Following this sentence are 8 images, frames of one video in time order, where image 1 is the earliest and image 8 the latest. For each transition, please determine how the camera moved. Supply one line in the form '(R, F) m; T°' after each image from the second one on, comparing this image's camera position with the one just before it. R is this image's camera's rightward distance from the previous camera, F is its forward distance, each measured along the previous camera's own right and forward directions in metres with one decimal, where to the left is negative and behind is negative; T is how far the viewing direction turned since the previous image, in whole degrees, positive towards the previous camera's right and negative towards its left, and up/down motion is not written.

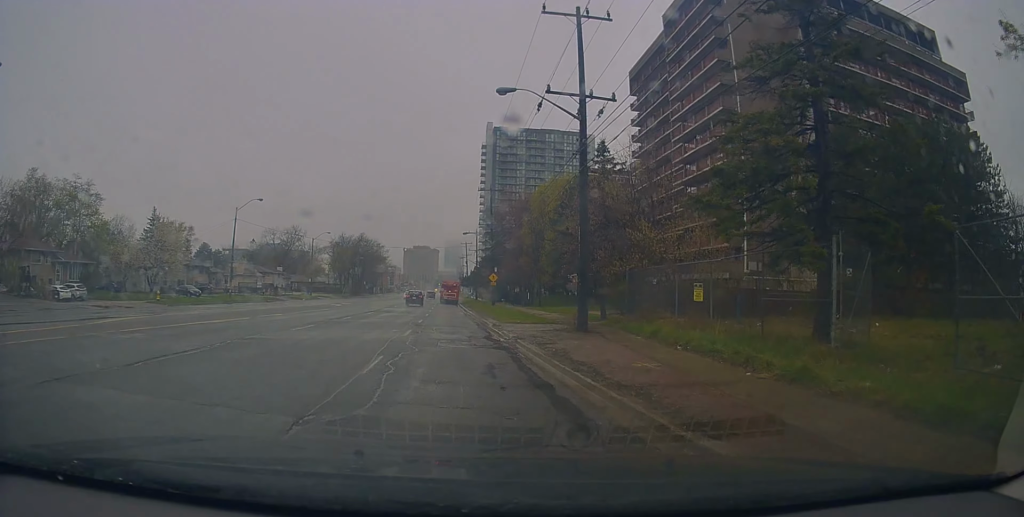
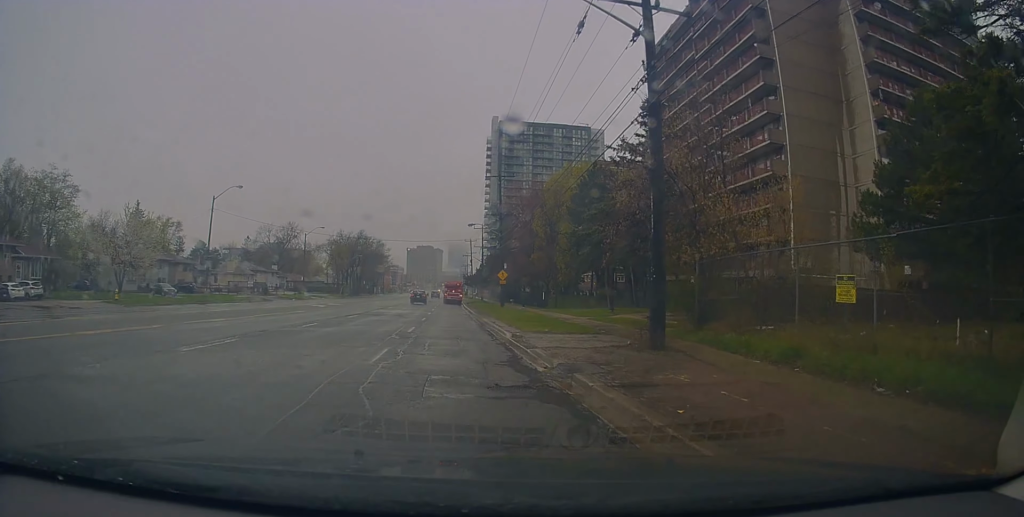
(-0.1, +7.1) m; +2°
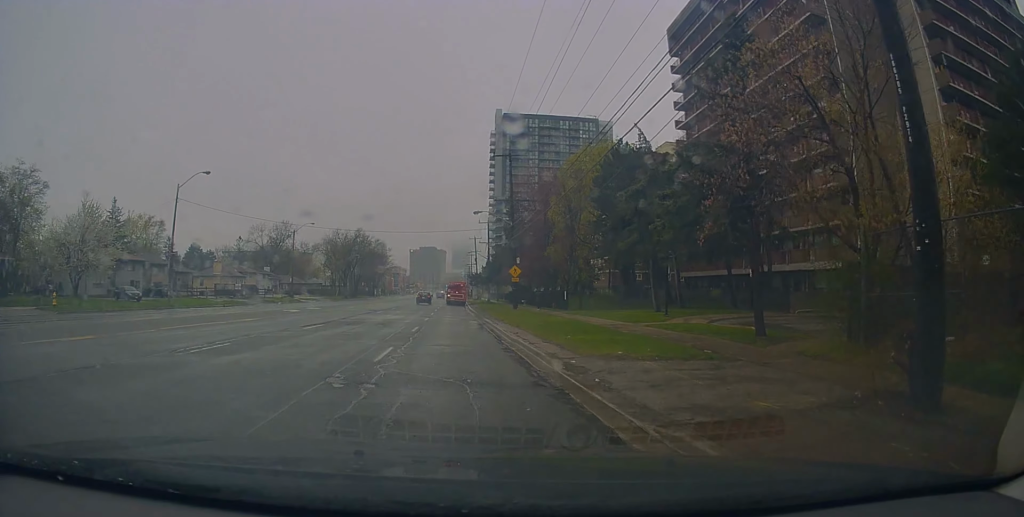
(+0.4, +8.8) m; +2°
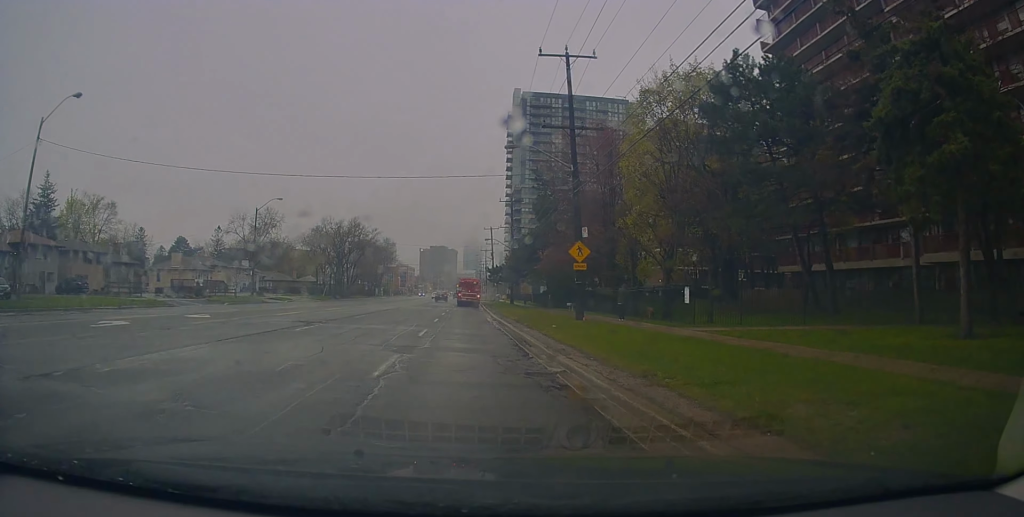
(-1.1, +20.5) m; -3°
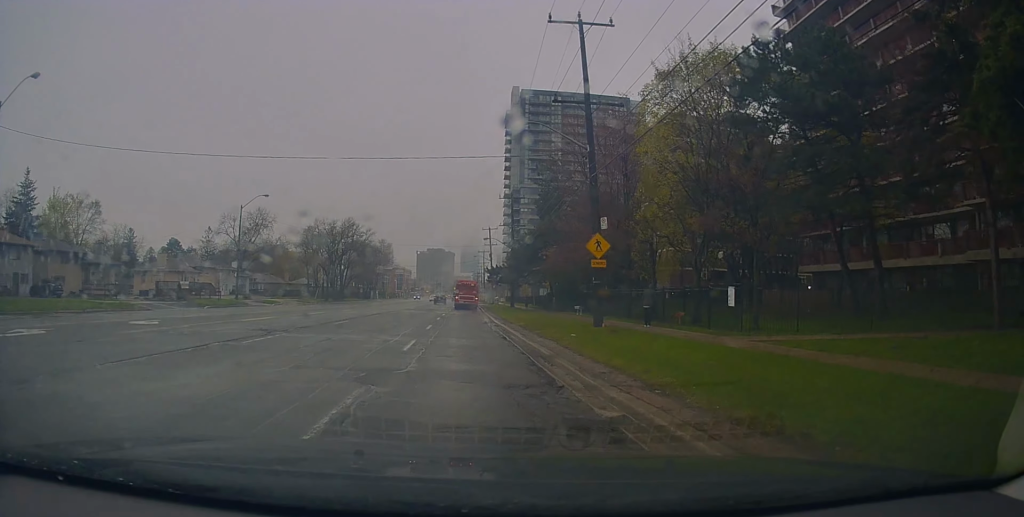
(0.0, +4.1) m; +2°
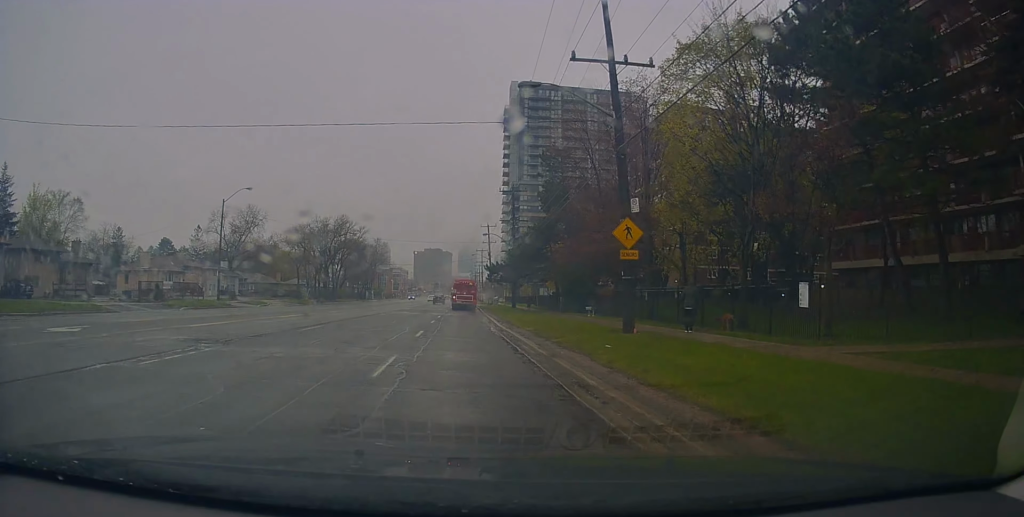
(+0.1, +4.4) m; 0°
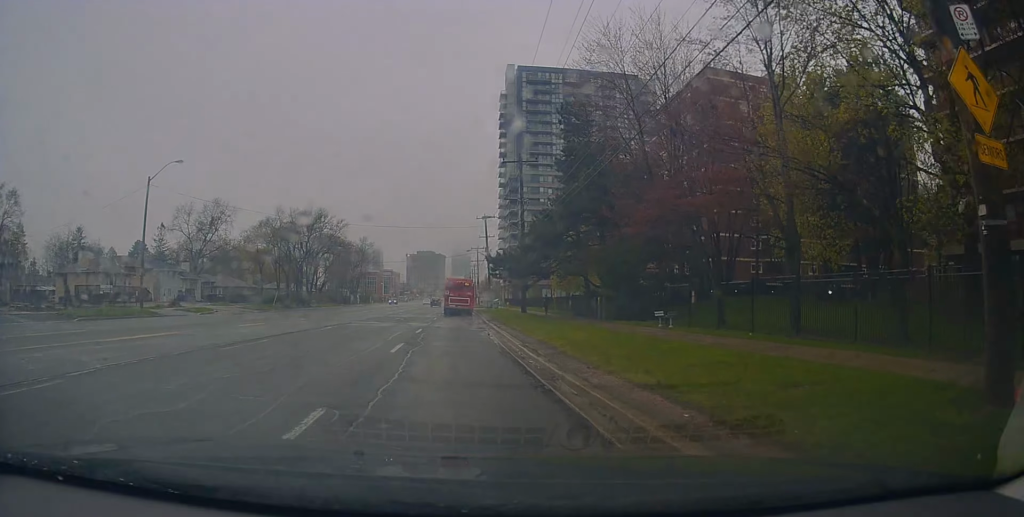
(-0.6, +13.8) m; -3°
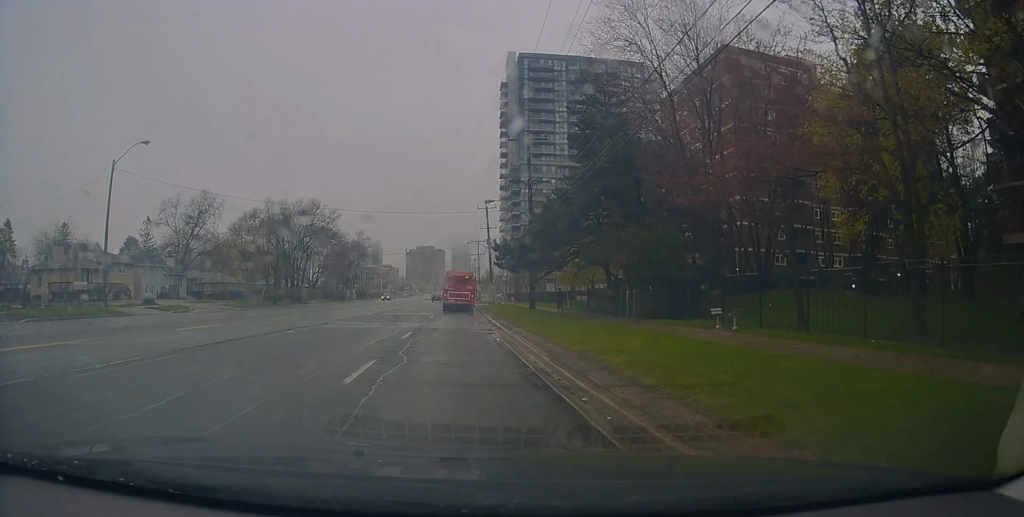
(-0.1, +5.2) m; +1°
